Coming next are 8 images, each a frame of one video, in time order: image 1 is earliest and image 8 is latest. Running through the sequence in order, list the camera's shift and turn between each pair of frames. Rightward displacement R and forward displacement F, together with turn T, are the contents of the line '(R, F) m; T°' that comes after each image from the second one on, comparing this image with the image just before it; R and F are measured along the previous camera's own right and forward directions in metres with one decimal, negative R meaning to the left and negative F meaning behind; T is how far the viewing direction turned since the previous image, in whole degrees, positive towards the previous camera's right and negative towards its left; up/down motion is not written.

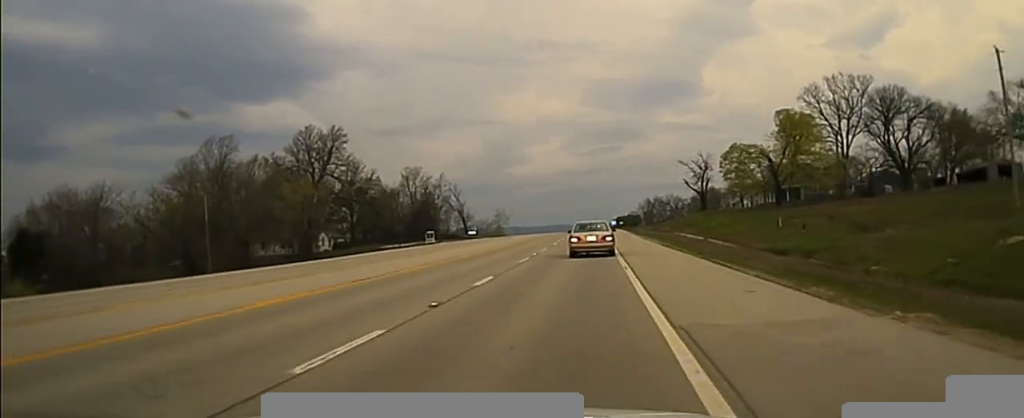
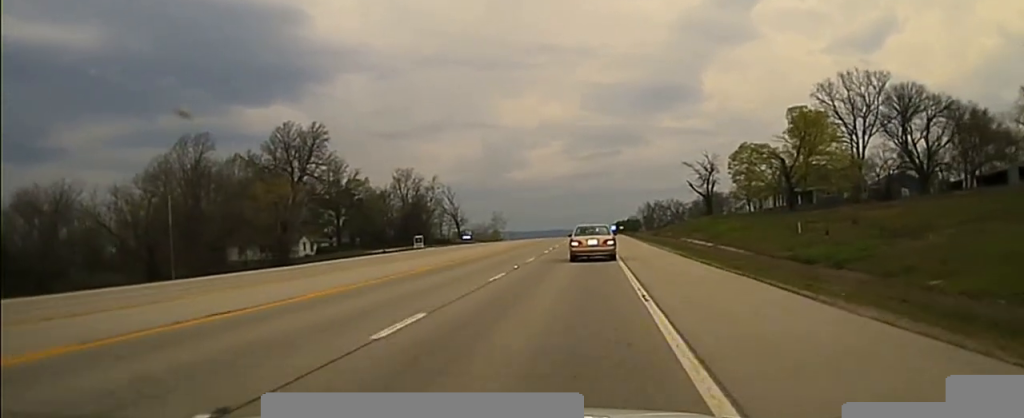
(0.0, +8.4) m; 0°
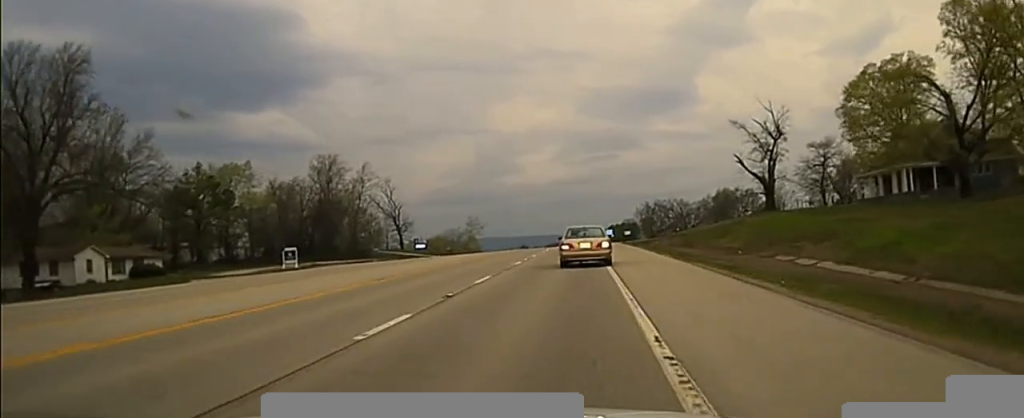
(+1.1, +71.4) m; +2°
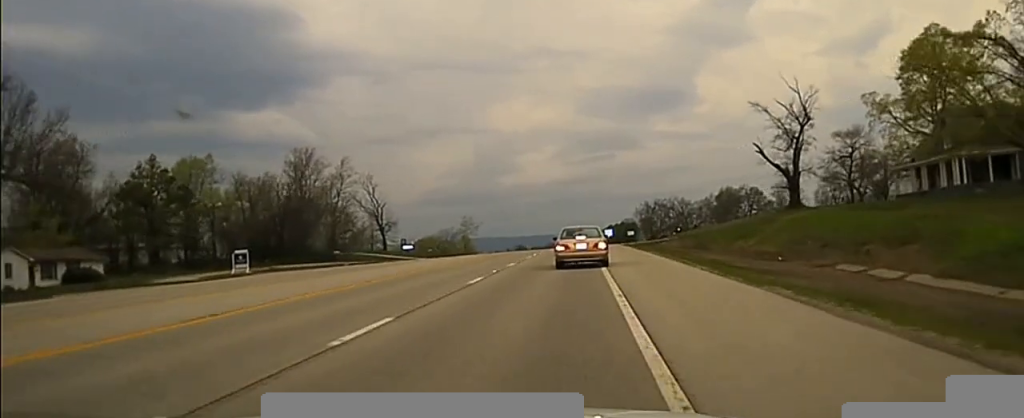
(0.0, +13.9) m; 0°
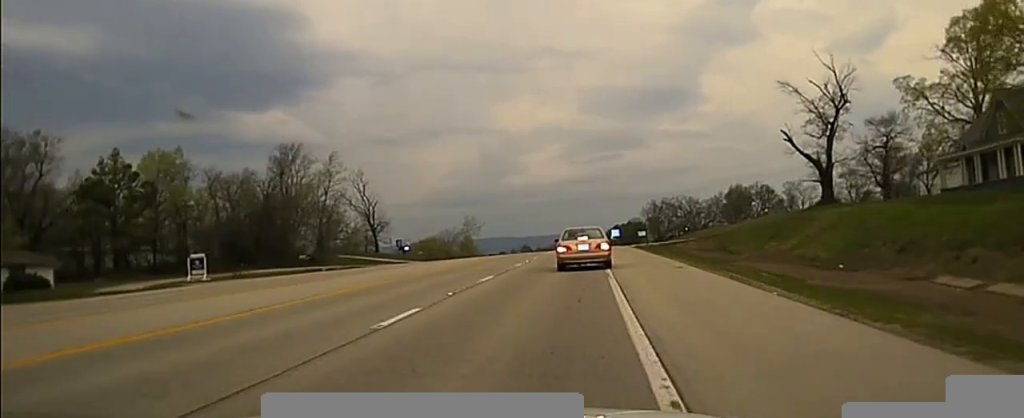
(+0.1, +11.0) m; 0°
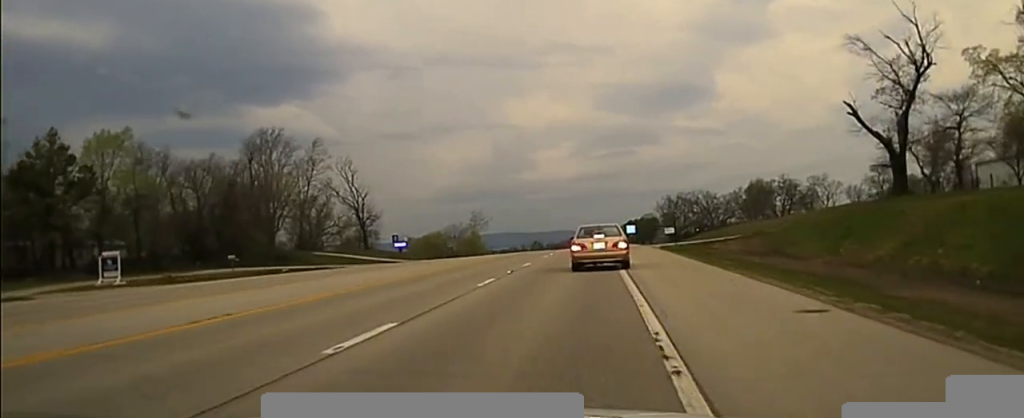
(-0.2, +14.5) m; -1°
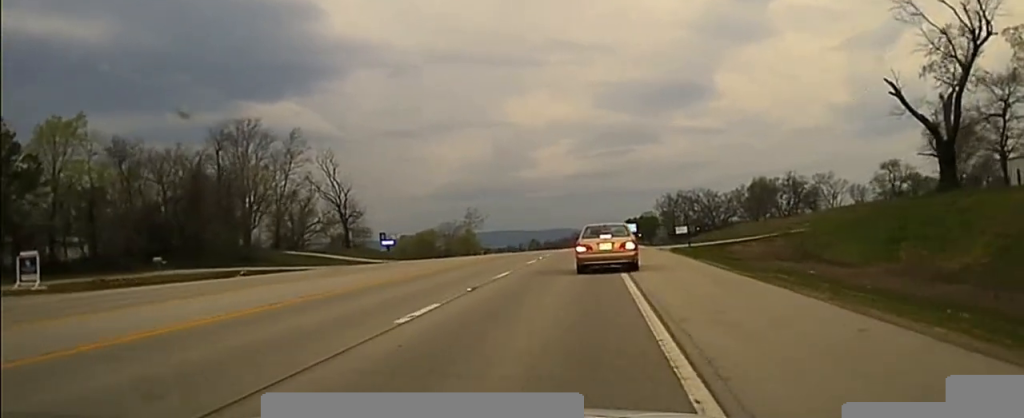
(0.0, +7.3) m; 0°
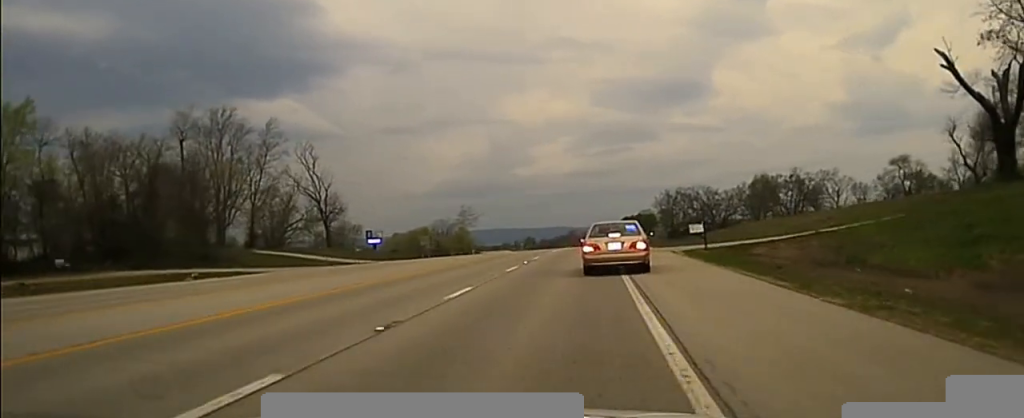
(0.0, +6.8) m; 0°
